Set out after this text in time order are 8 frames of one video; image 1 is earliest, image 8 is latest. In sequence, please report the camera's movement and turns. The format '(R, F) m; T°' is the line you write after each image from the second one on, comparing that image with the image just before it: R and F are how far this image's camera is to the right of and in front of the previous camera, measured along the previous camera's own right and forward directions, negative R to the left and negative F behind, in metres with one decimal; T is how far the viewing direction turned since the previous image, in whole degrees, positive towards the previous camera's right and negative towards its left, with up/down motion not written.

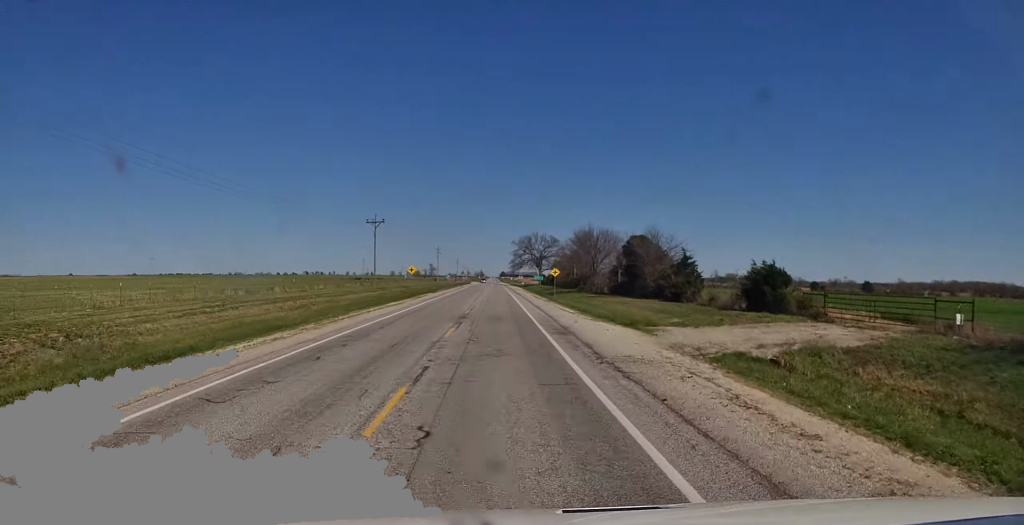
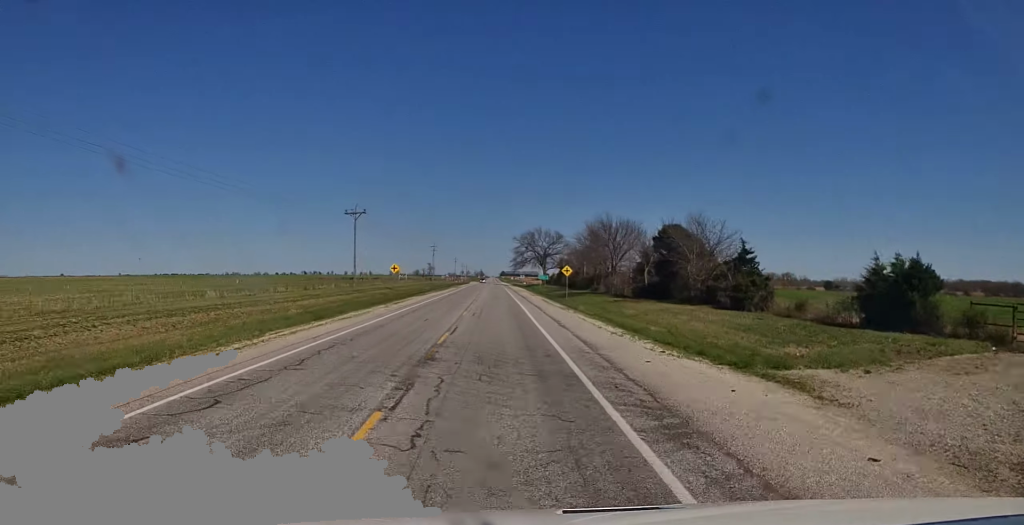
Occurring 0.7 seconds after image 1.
(-0.1, +14.7) m; 0°
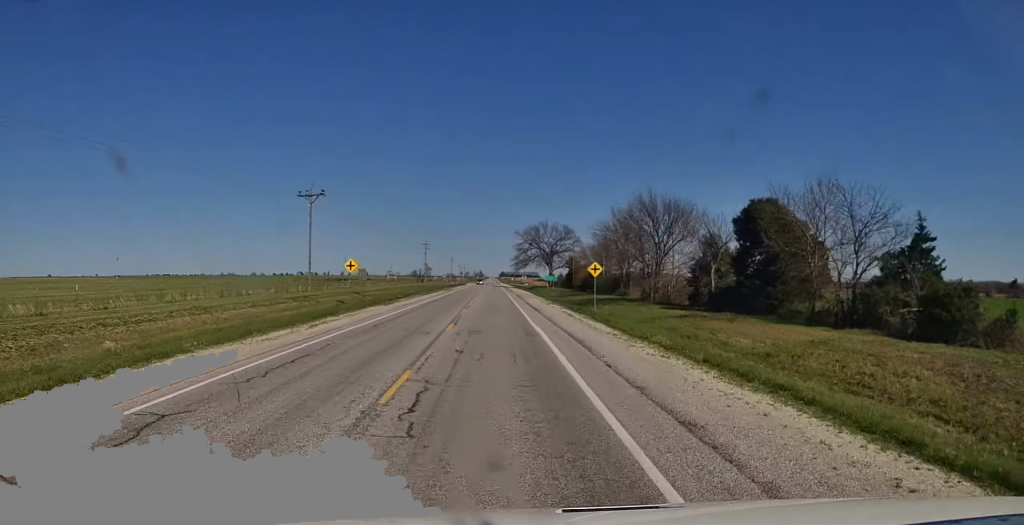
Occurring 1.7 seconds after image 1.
(0.0, +21.8) m; 0°
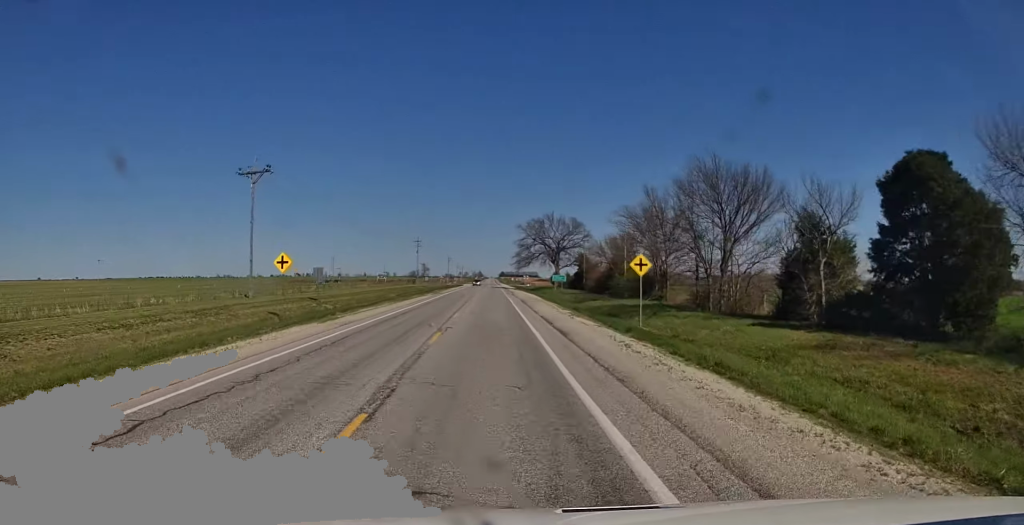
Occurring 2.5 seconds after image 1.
(0.0, +17.2) m; 0°
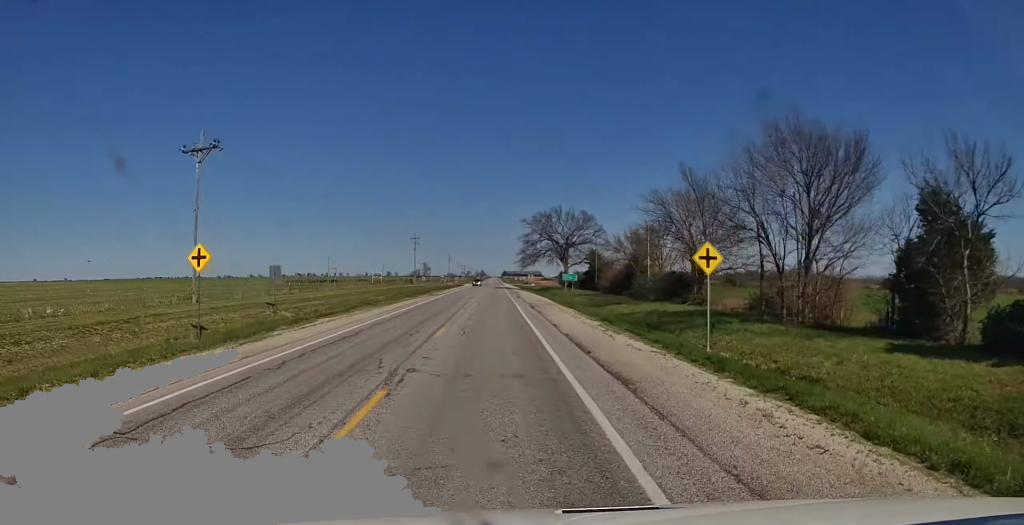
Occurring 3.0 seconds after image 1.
(0.0, +11.4) m; 0°
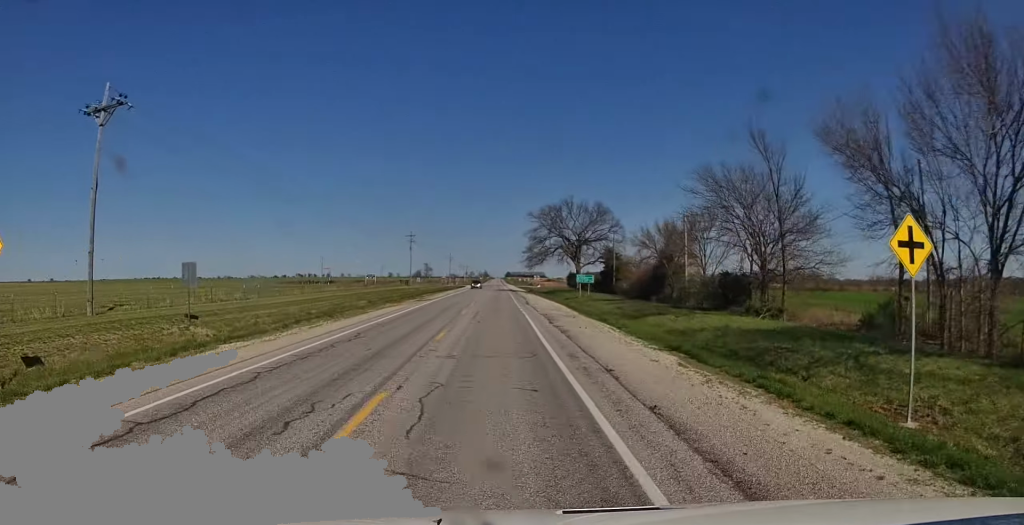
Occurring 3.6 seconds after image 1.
(+0.1, +13.0) m; +1°
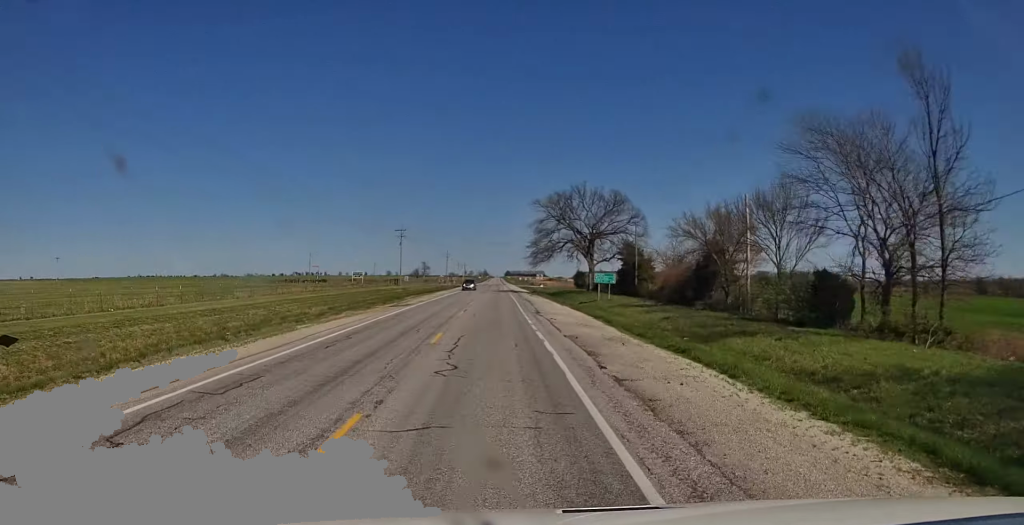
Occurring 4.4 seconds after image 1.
(+0.1, +14.7) m; 0°
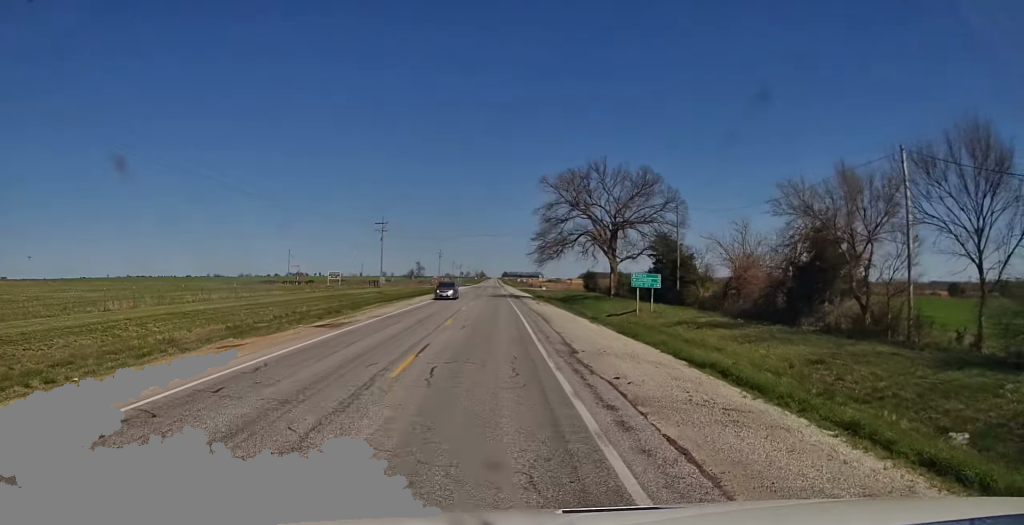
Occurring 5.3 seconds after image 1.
(-0.1, +18.9) m; -1°
